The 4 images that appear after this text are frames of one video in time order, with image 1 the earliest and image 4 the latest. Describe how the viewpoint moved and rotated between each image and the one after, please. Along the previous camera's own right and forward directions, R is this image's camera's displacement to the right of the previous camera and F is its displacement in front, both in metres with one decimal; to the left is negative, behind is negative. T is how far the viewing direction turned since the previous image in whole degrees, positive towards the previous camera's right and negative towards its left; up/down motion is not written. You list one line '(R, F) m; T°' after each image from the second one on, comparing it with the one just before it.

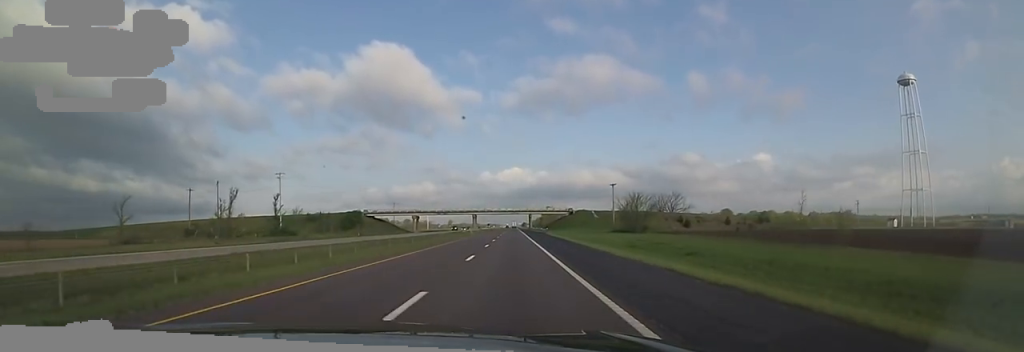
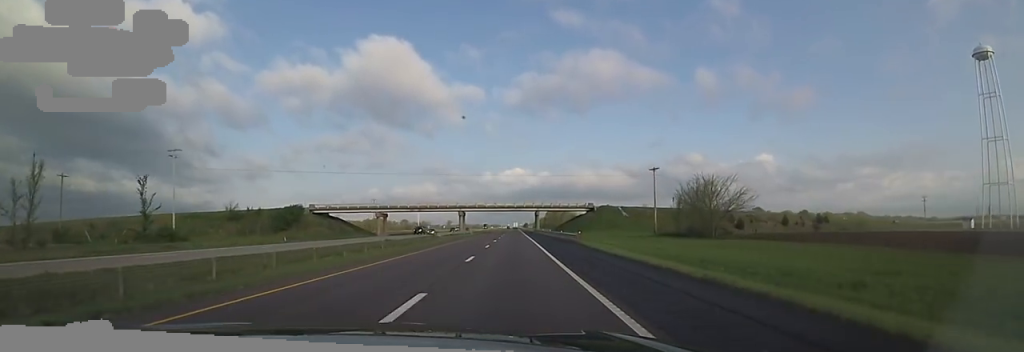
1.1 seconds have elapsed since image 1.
(-0.8, +37.2) m; -1°
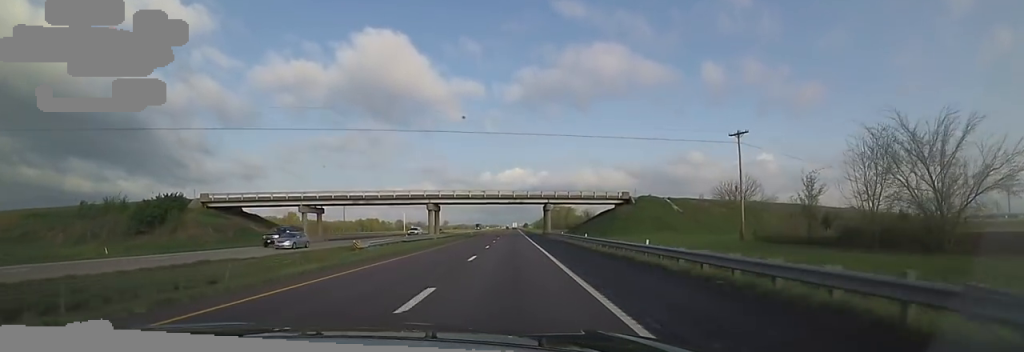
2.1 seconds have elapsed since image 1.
(-0.1, +36.0) m; 0°
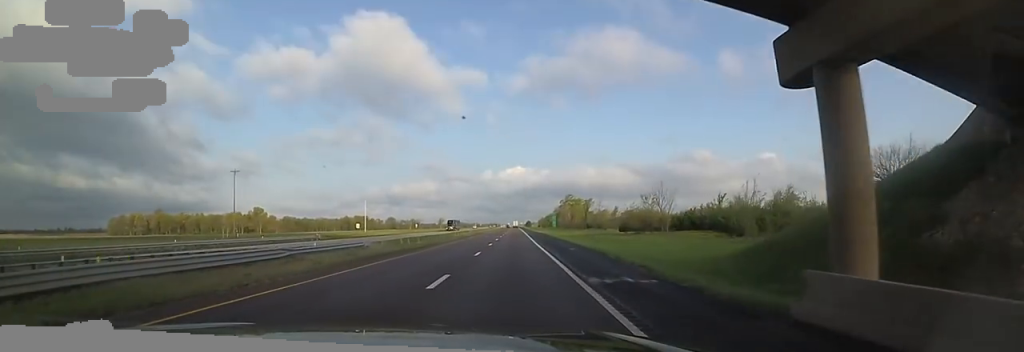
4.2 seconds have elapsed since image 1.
(-1.0, +69.5) m; -1°
